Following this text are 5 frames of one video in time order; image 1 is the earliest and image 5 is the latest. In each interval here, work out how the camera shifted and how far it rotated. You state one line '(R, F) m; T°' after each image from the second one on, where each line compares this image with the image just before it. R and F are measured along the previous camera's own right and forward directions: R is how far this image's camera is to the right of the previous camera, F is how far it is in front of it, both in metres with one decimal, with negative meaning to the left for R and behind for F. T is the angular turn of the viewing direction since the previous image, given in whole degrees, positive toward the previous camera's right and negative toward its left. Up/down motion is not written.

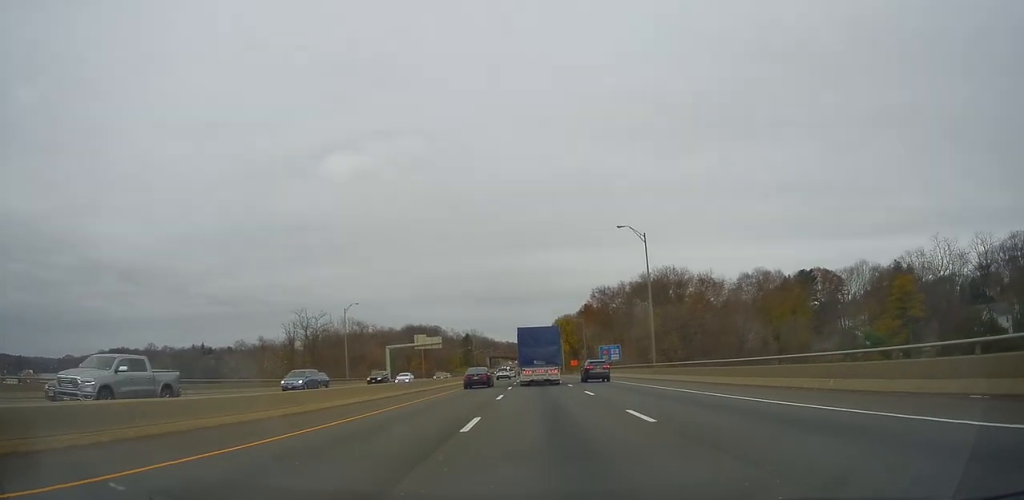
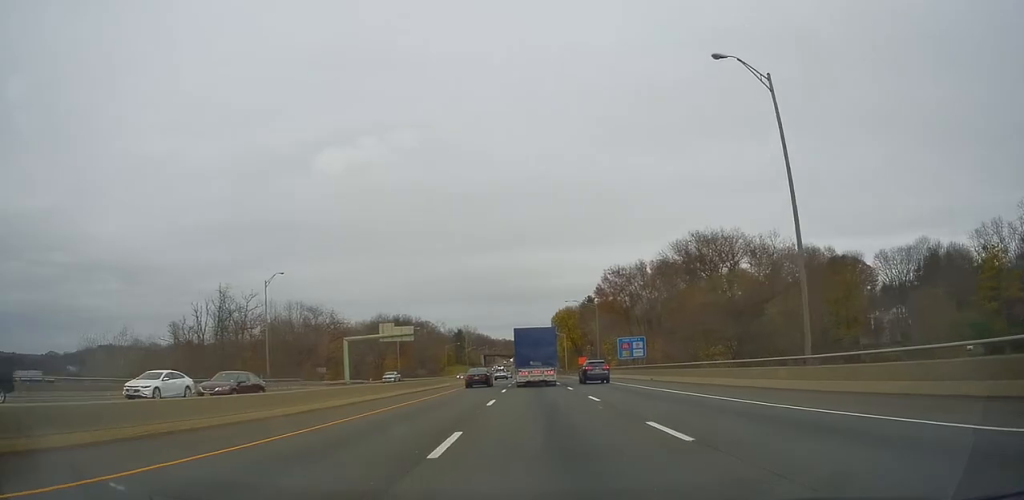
(-0.1, +27.3) m; -1°
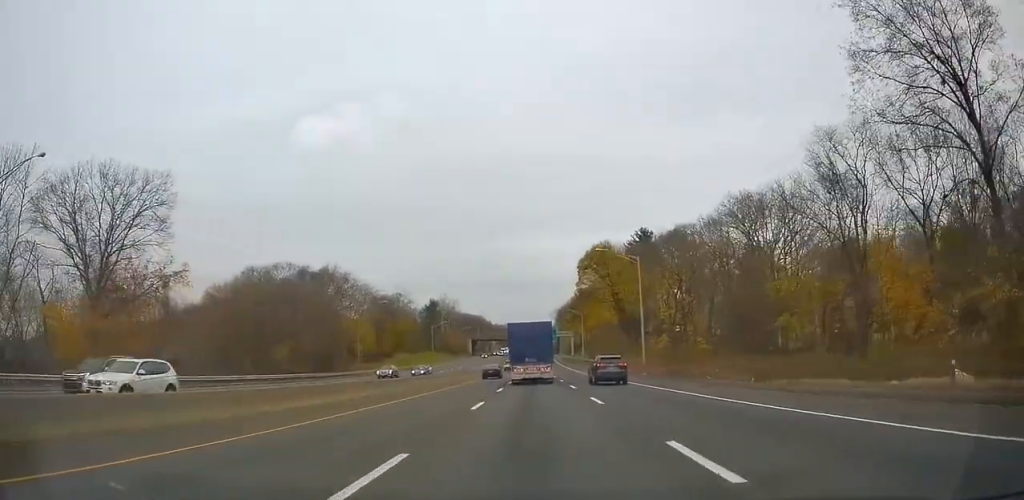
(+1.1, +110.8) m; 0°
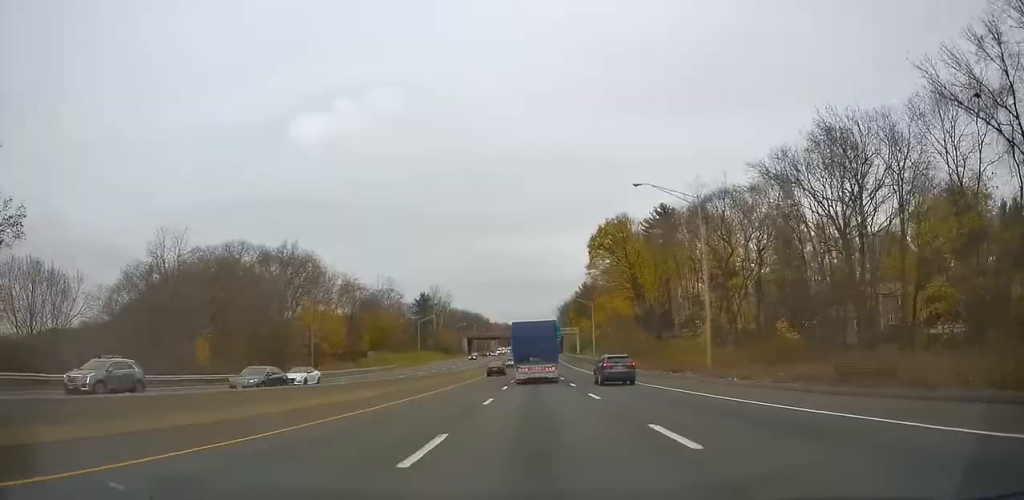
(-0.3, +21.9) m; -1°
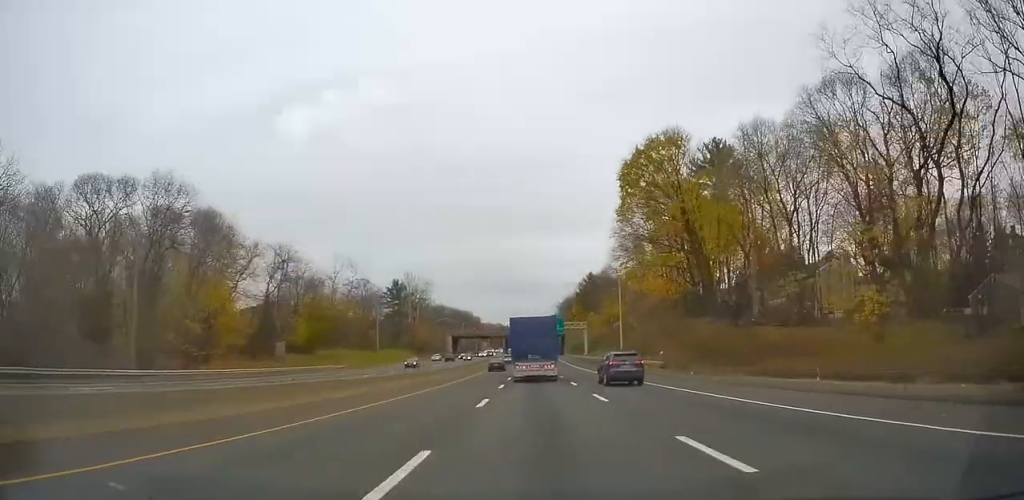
(-0.3, +38.2) m; 0°
